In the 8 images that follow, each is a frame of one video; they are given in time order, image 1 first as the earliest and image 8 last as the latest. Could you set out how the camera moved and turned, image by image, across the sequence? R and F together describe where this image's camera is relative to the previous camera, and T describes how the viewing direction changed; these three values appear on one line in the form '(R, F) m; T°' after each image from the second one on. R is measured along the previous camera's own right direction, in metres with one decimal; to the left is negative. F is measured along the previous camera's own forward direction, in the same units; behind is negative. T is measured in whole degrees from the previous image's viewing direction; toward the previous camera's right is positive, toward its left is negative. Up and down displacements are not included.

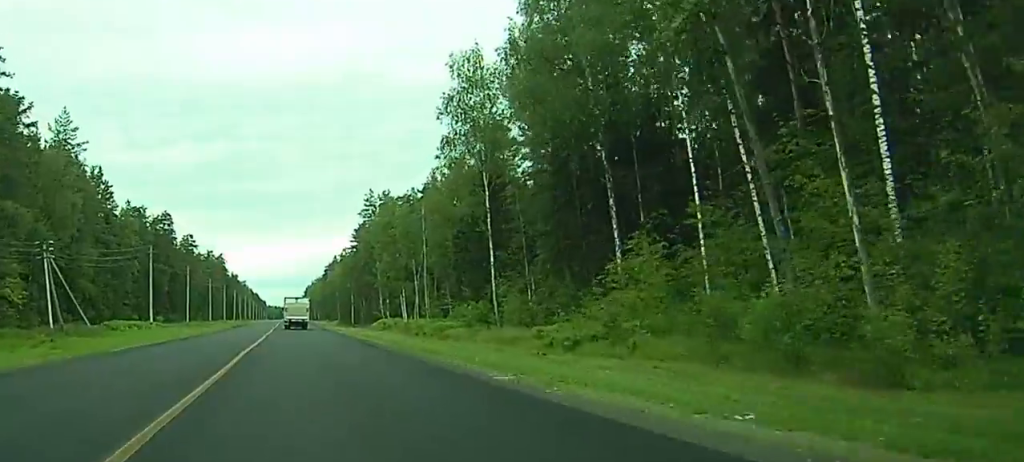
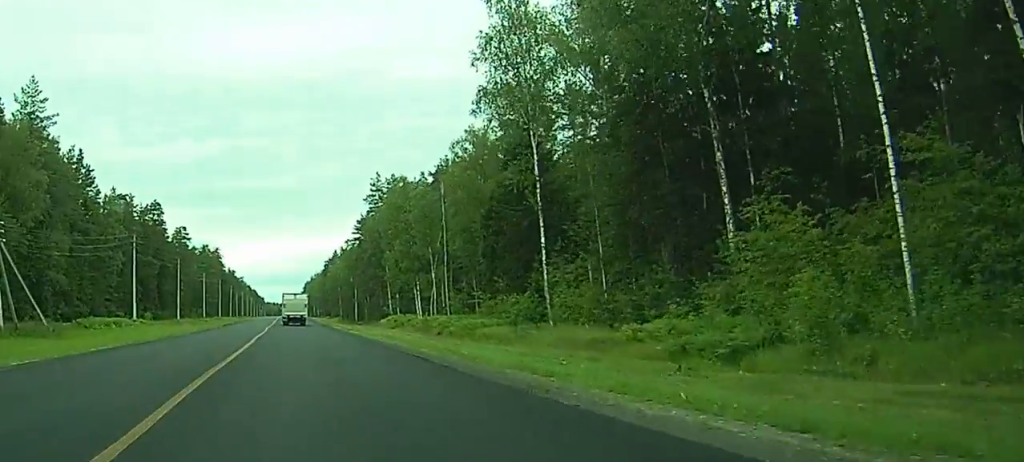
(0.0, +14.7) m; 0°
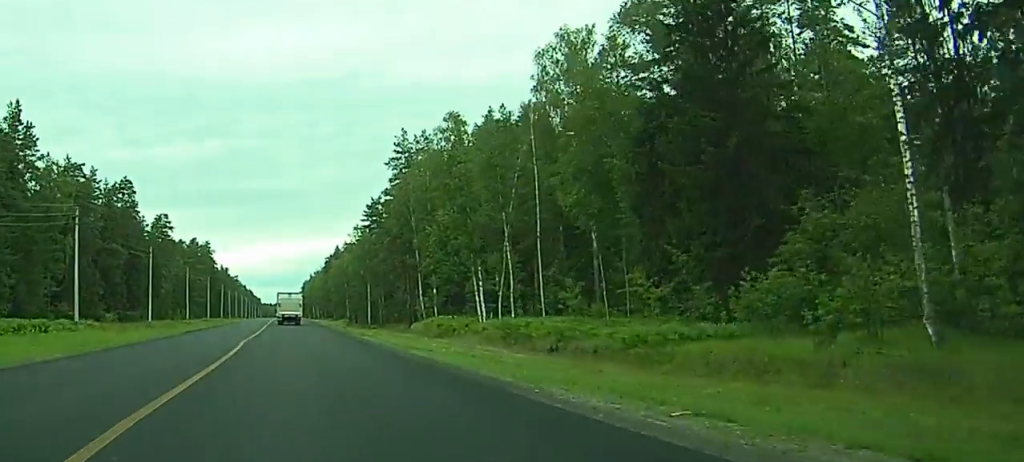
(+0.2, +35.4) m; 0°
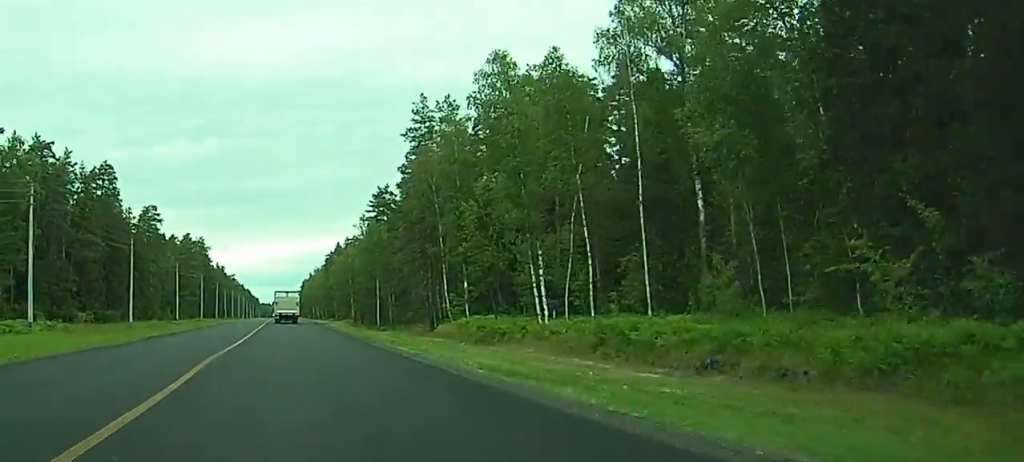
(0.0, +17.4) m; 0°
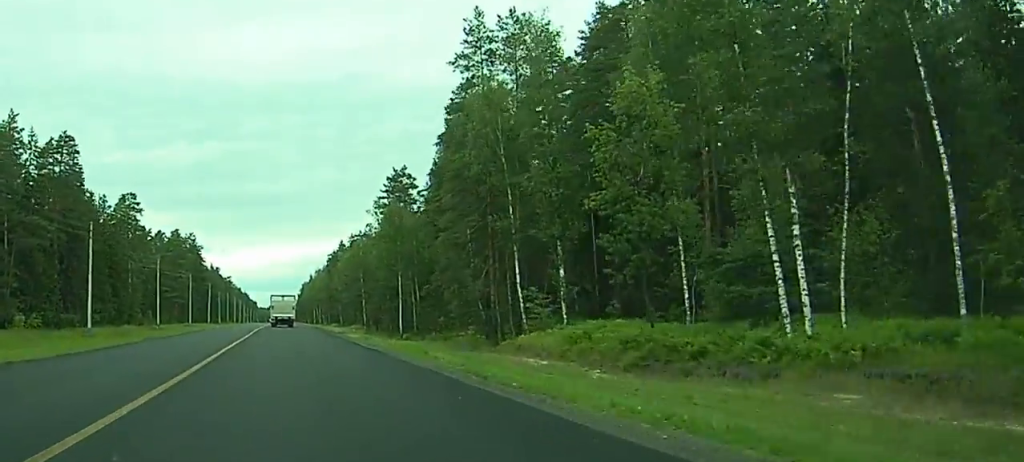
(-0.1, +28.1) m; 0°
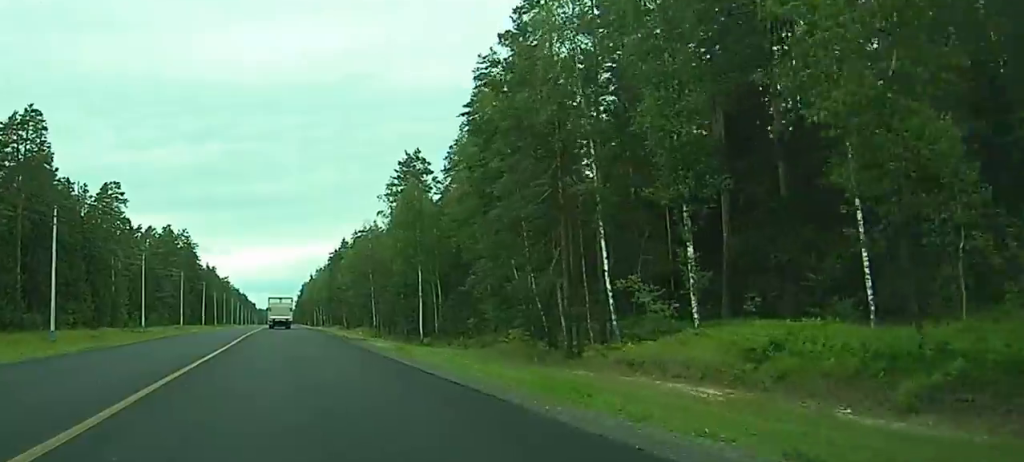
(0.0, +16.9) m; 0°
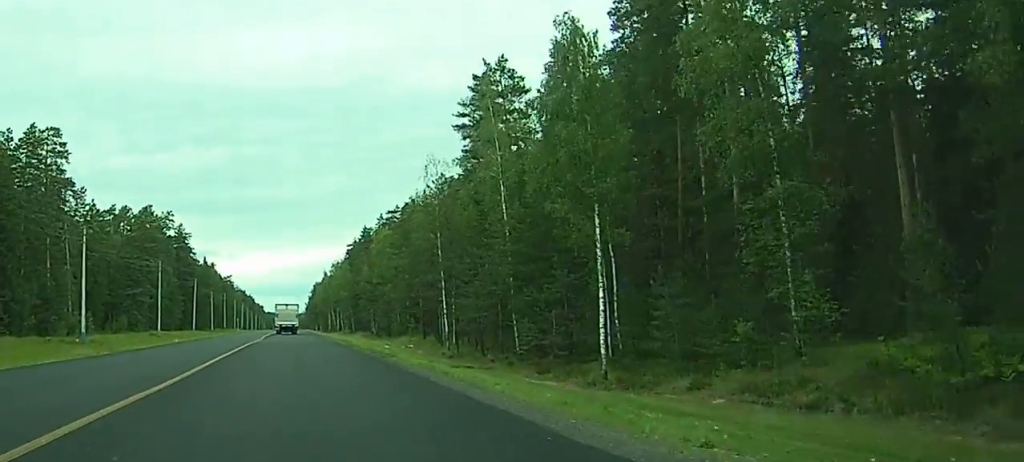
(+0.1, +50.9) m; 0°
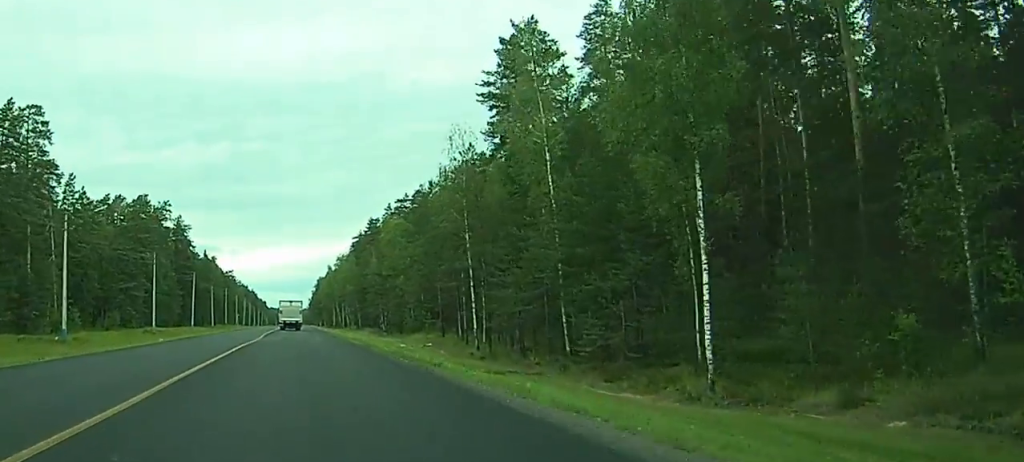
(0.0, +10.3) m; 0°
